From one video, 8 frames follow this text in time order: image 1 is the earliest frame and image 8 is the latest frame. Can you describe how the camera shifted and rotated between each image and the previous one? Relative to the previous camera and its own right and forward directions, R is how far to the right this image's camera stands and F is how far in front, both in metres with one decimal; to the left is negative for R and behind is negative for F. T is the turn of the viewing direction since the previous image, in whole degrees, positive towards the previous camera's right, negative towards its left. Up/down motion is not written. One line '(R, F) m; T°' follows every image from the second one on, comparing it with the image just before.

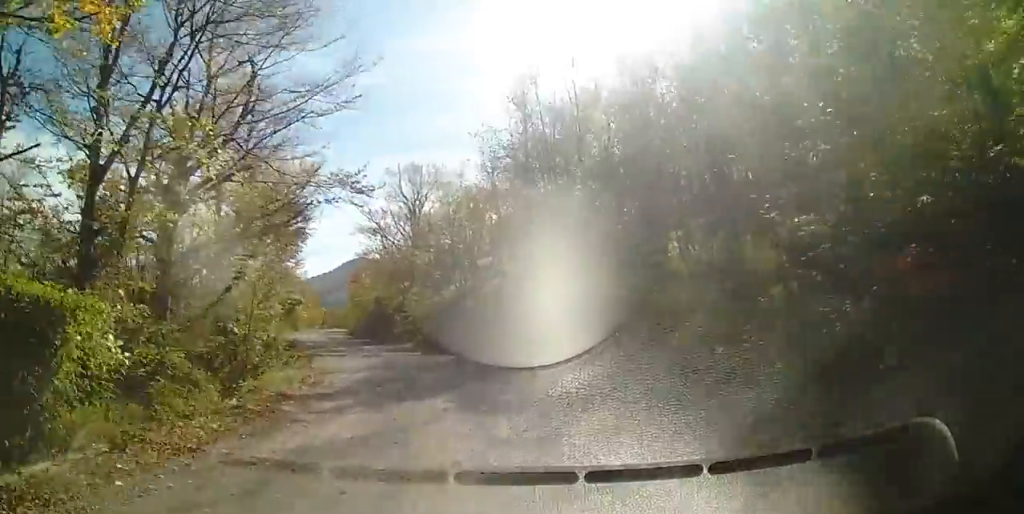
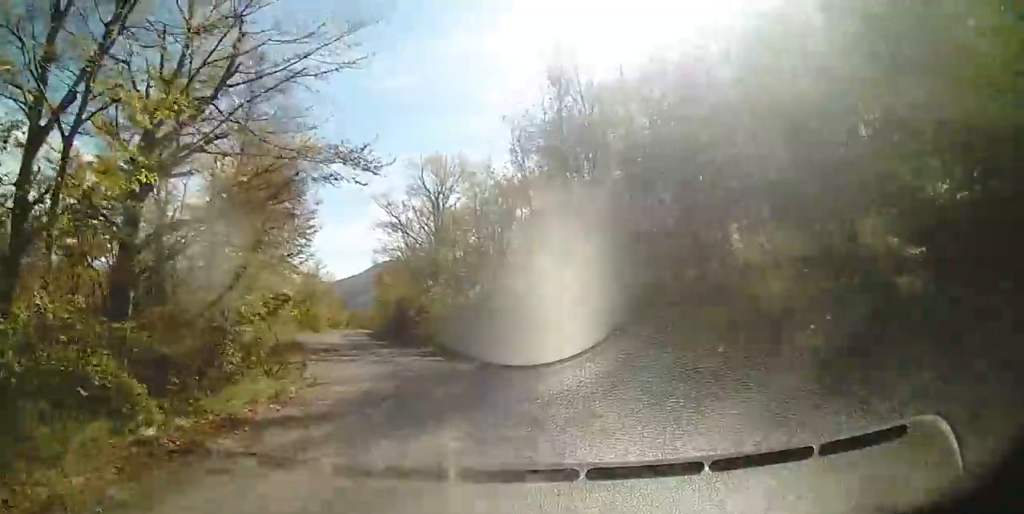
(-0.1, +2.9) m; -3°
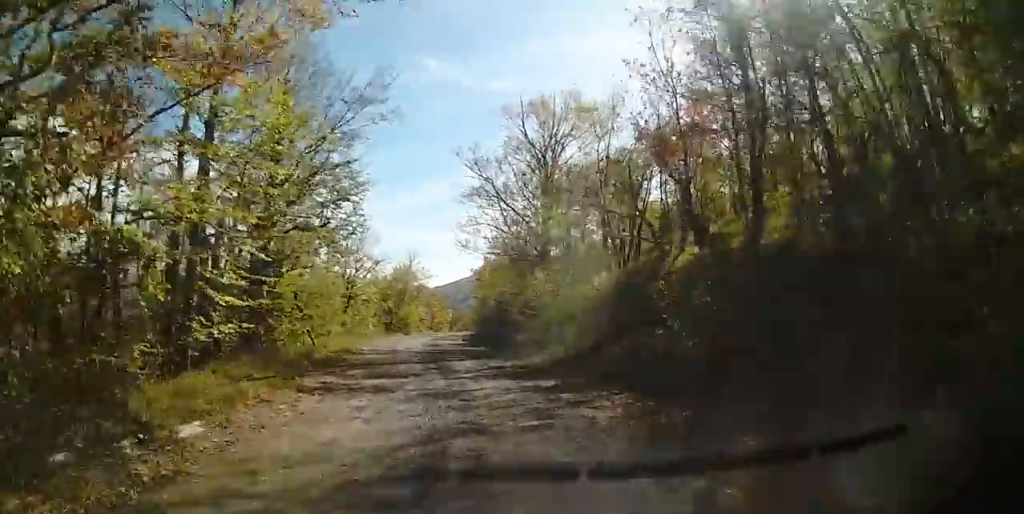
(-0.7, +8.4) m; -7°
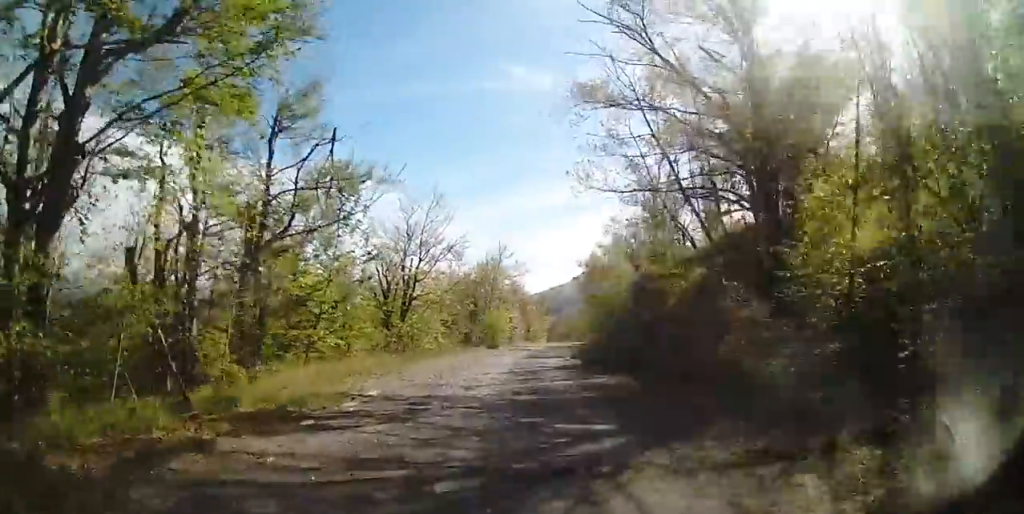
(-1.3, +12.7) m; -12°
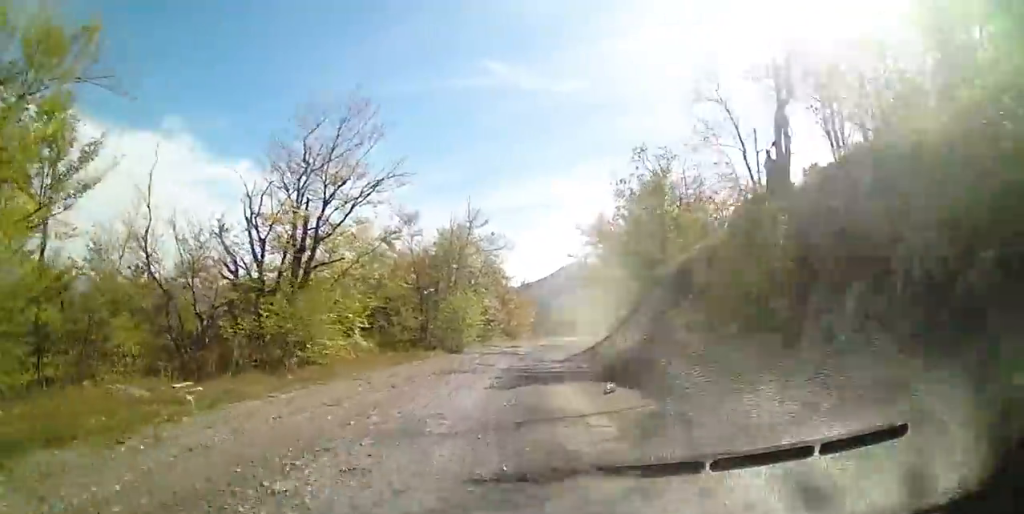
(-0.2, +14.3) m; +1°
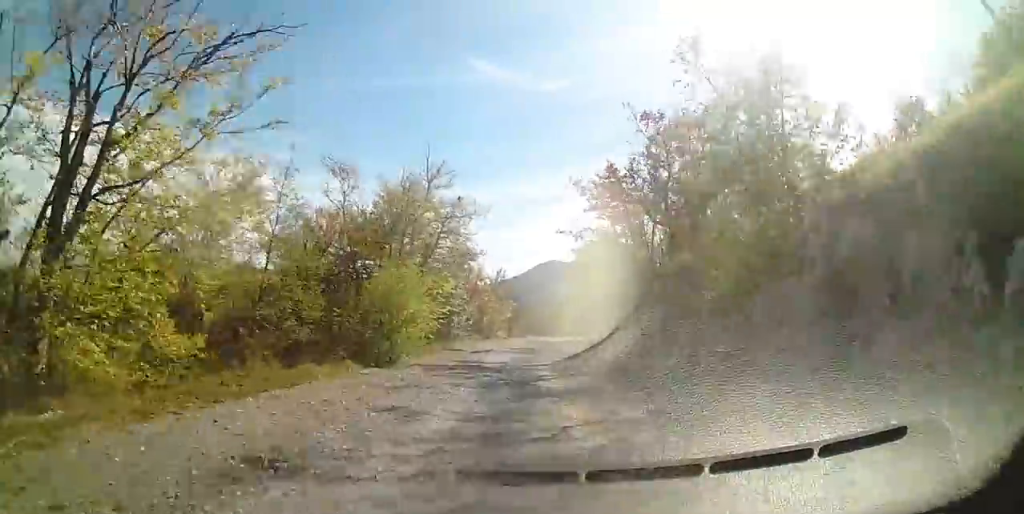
(+0.1, +10.2) m; +5°
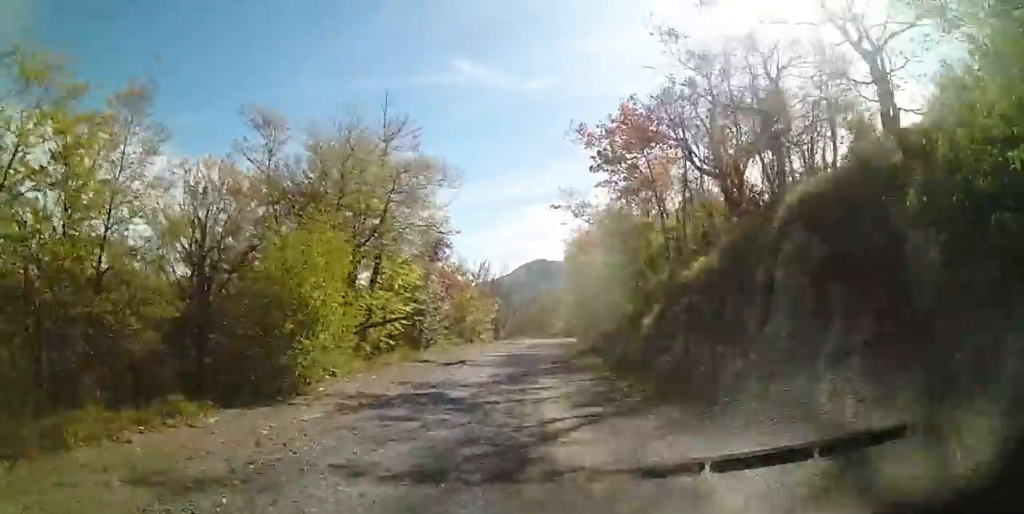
(+0.6, +6.8) m; +3°
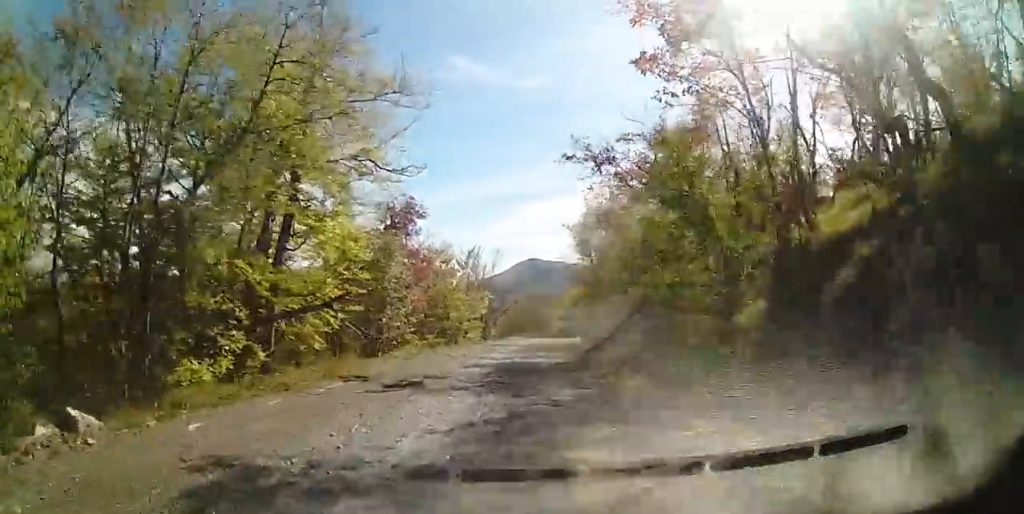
(-0.2, +8.1) m; -2°
